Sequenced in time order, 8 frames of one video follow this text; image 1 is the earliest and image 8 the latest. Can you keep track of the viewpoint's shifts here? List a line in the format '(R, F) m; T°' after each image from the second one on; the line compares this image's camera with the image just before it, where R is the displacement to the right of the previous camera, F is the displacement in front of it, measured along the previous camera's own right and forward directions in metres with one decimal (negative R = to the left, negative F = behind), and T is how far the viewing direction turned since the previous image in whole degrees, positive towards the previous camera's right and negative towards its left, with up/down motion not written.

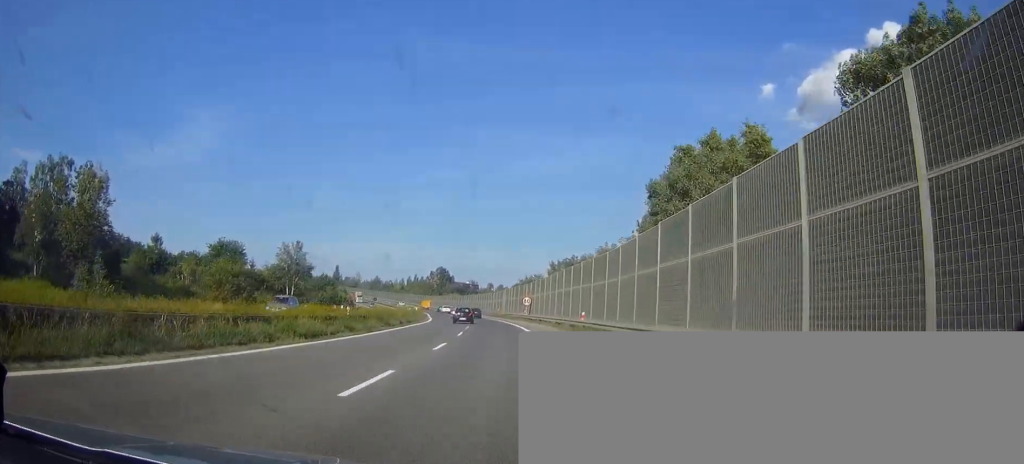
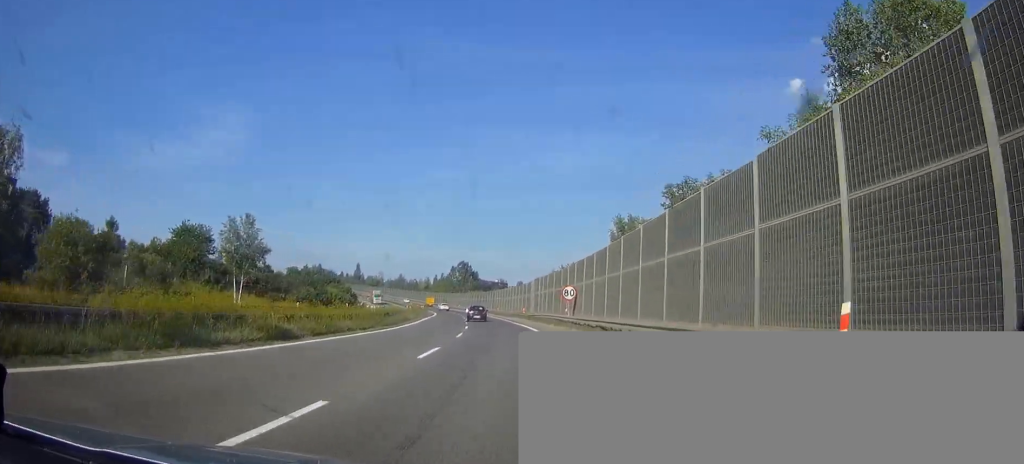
(0.0, +29.2) m; 0°
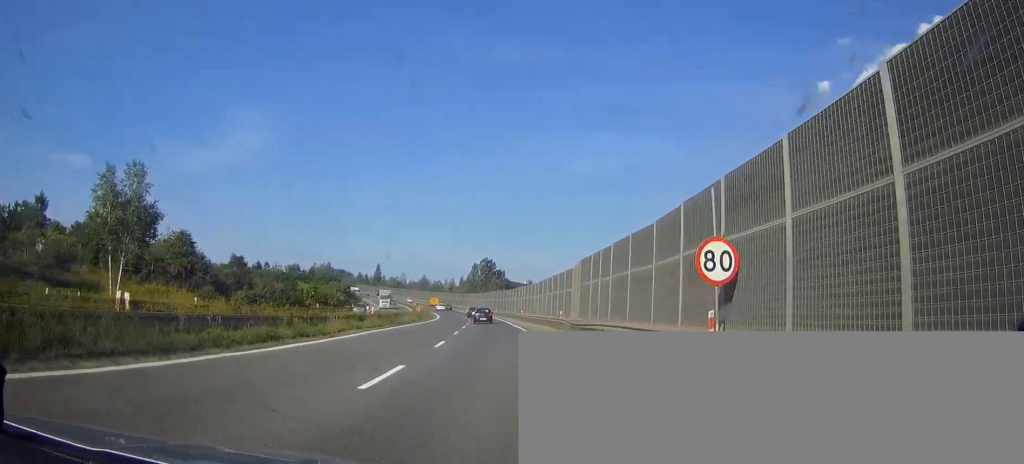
(0.0, +30.2) m; 0°
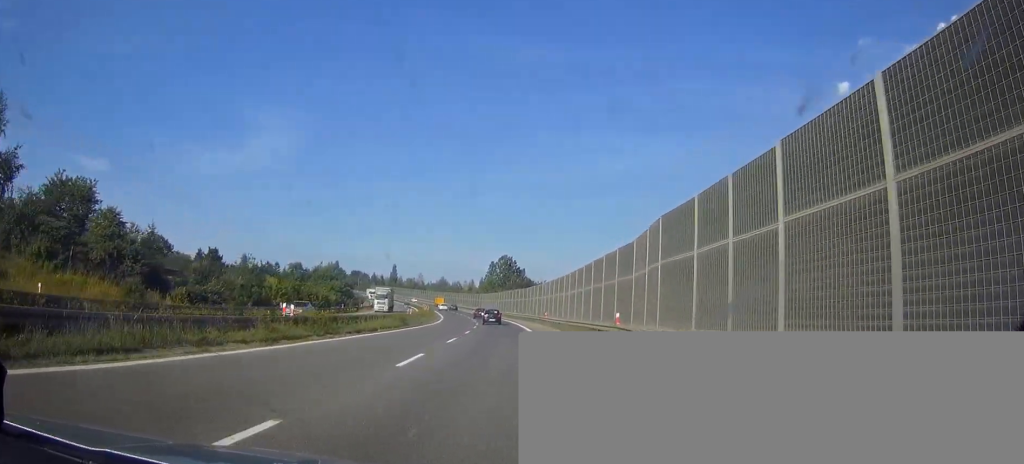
(0.0, +19.6) m; 0°
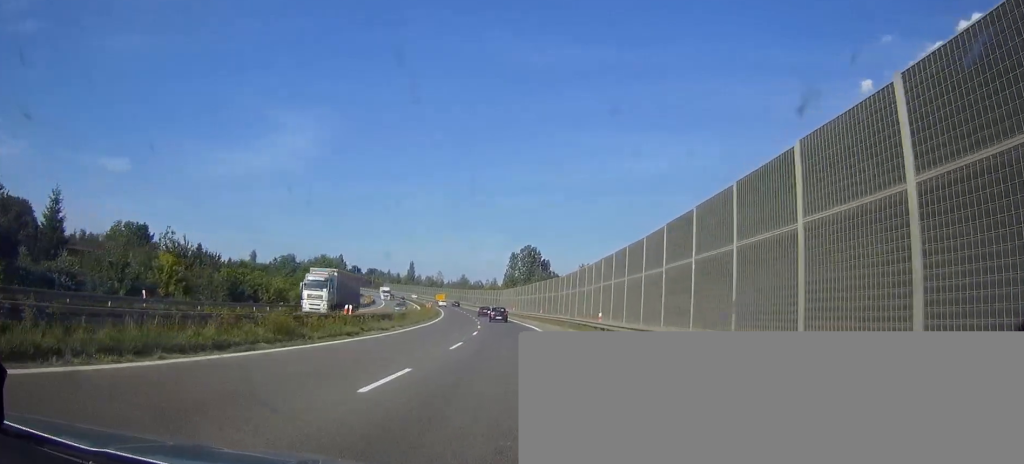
(0.0, +28.6) m; 0°
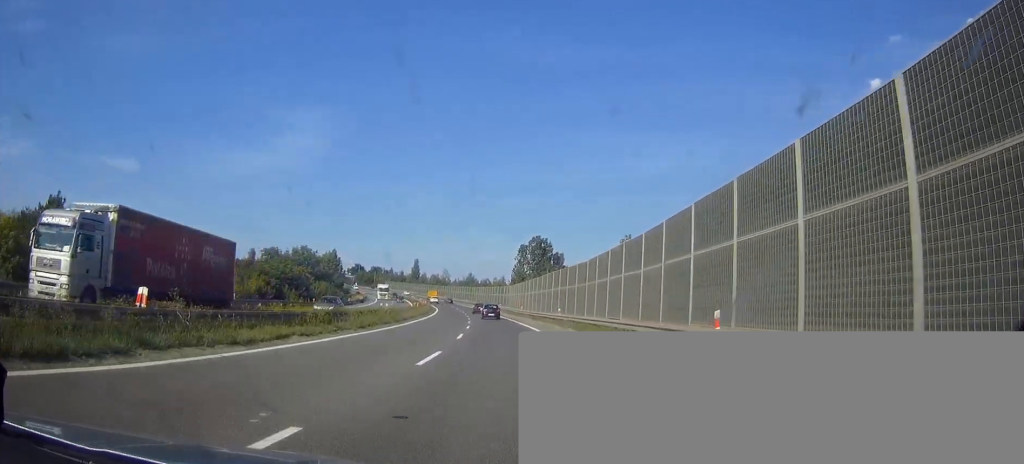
(0.0, +19.7) m; 0°
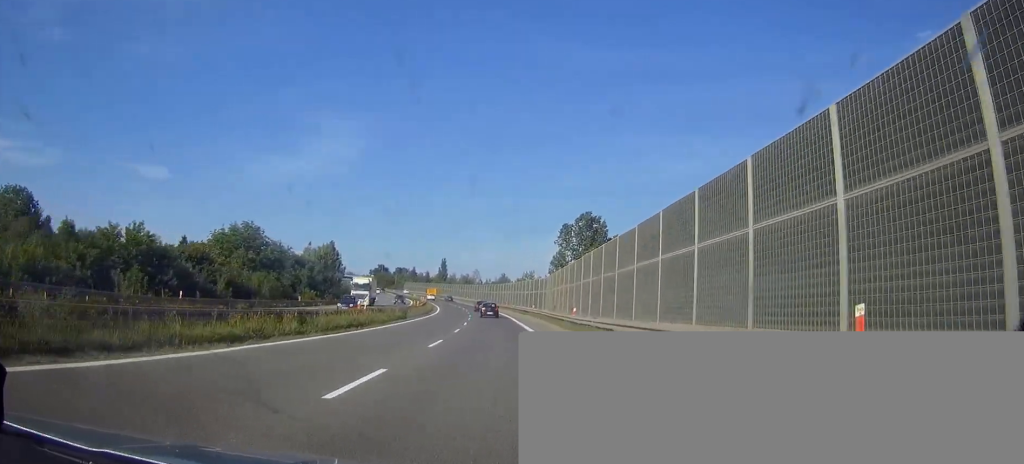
(-1.0, +40.4) m; -7°
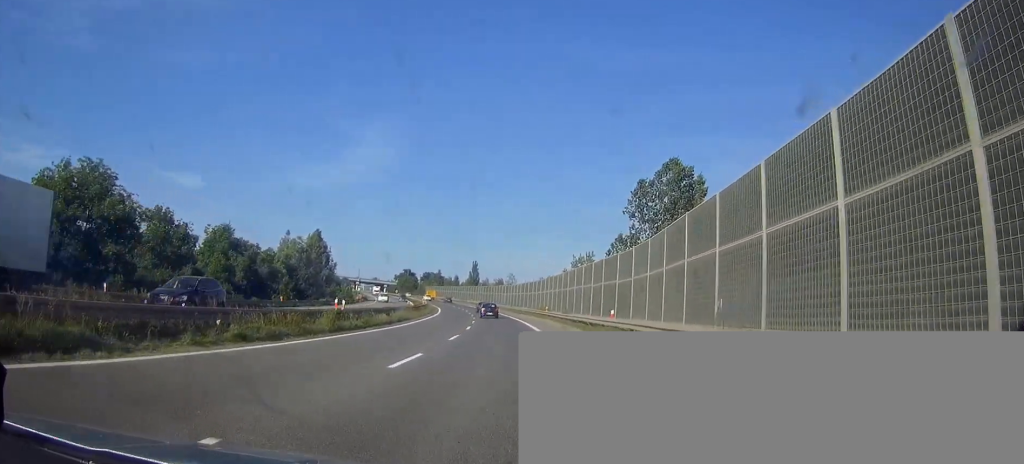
(-4.5, +43.3) m; -7°
